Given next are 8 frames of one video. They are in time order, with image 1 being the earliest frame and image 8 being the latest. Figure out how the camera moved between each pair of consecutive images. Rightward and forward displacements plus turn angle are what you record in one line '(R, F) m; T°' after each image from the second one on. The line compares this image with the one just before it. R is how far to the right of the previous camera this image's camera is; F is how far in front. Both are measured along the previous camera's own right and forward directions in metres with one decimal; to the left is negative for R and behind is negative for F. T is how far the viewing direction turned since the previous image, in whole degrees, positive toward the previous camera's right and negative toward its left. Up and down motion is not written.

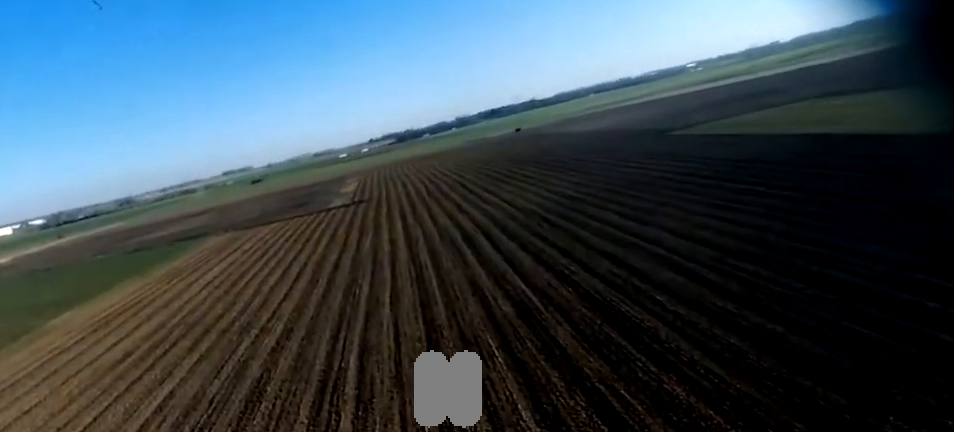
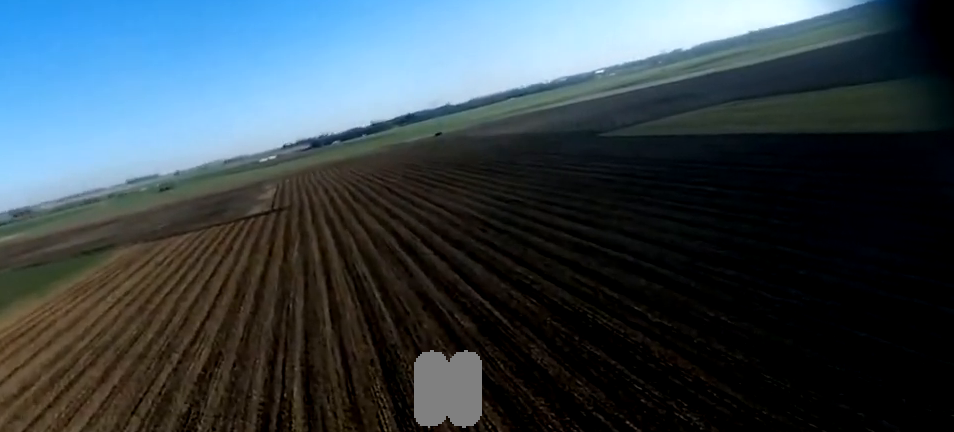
(+0.4, +11.0) m; +5°
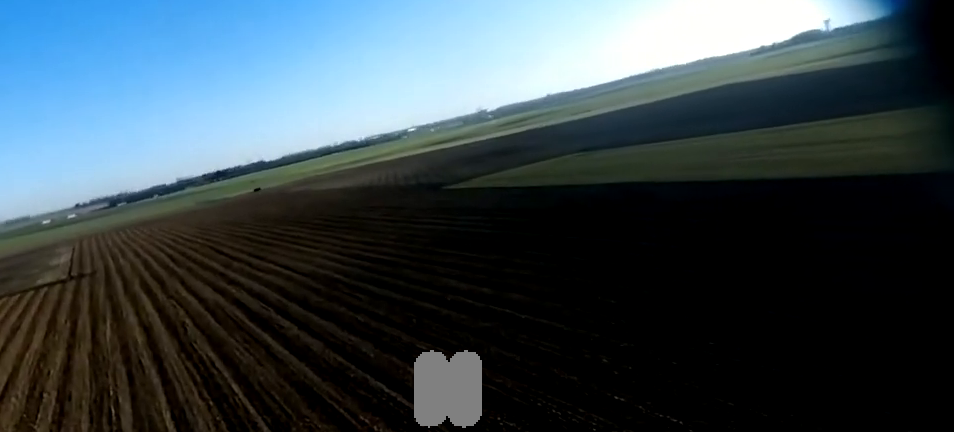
(+3.0, +26.2) m; +15°
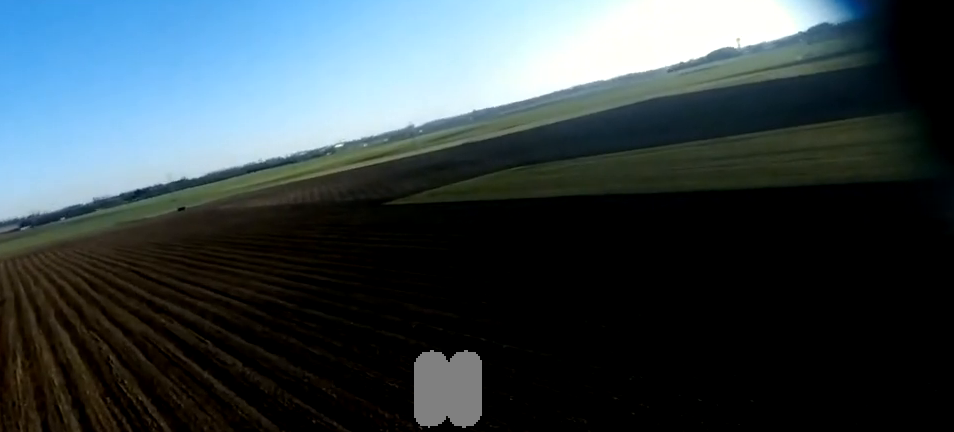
(+0.7, +12.3) m; +7°
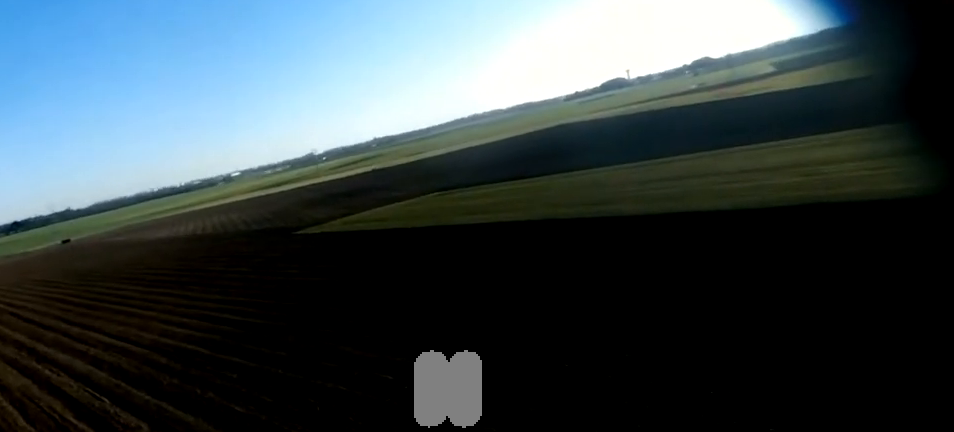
(+1.5, +14.7) m; +8°
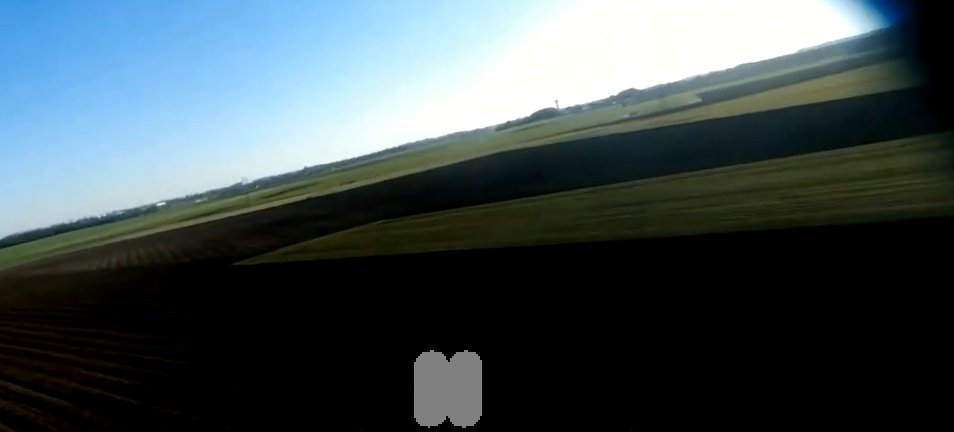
(+0.5, +11.6) m; +4°
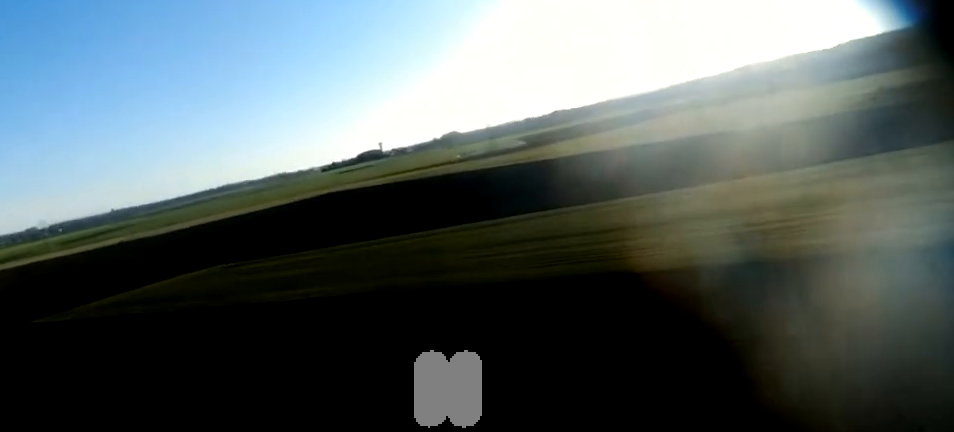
(+1.3, +23.2) m; +9°
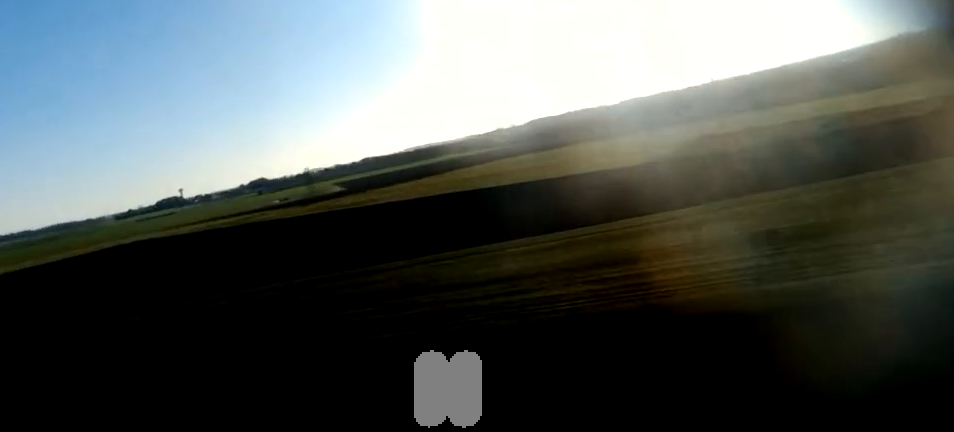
(+2.9, +25.4) m; +12°
